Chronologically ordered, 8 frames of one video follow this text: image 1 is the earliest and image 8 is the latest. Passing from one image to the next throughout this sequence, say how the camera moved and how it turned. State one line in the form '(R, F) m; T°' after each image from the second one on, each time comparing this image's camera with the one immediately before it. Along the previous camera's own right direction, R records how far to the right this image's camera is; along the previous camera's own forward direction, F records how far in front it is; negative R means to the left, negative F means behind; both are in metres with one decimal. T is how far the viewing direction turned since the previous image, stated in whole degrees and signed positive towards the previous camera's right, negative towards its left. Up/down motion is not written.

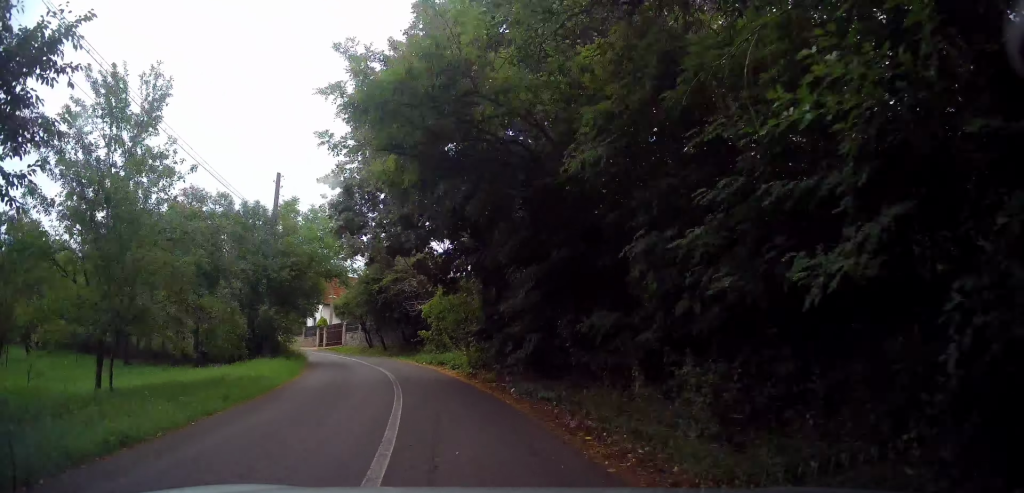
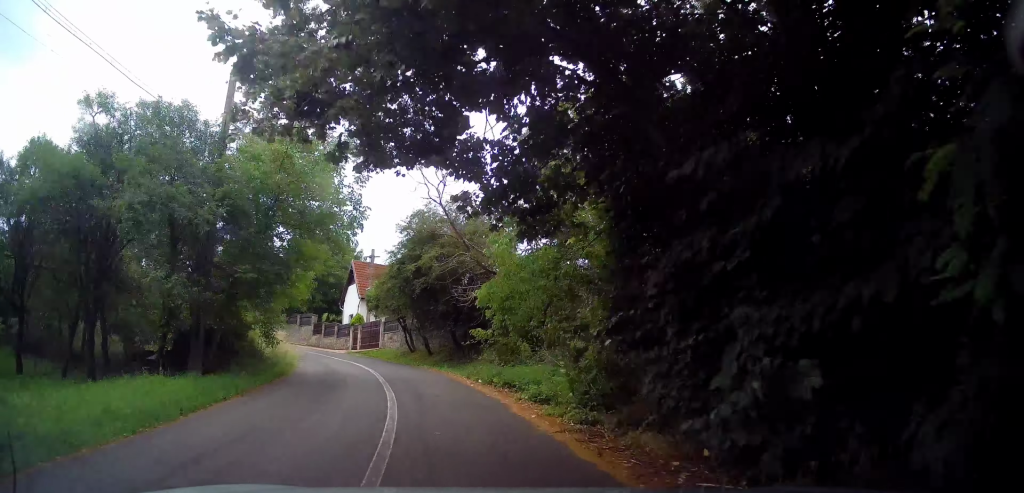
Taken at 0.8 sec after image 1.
(-0.4, +9.1) m; -9°
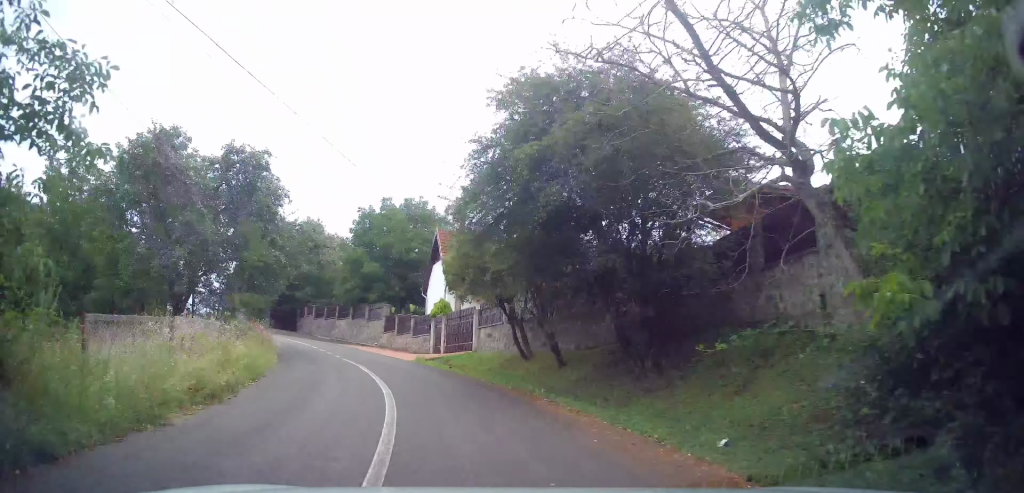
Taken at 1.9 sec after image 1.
(-2.6, +15.4) m; -14°
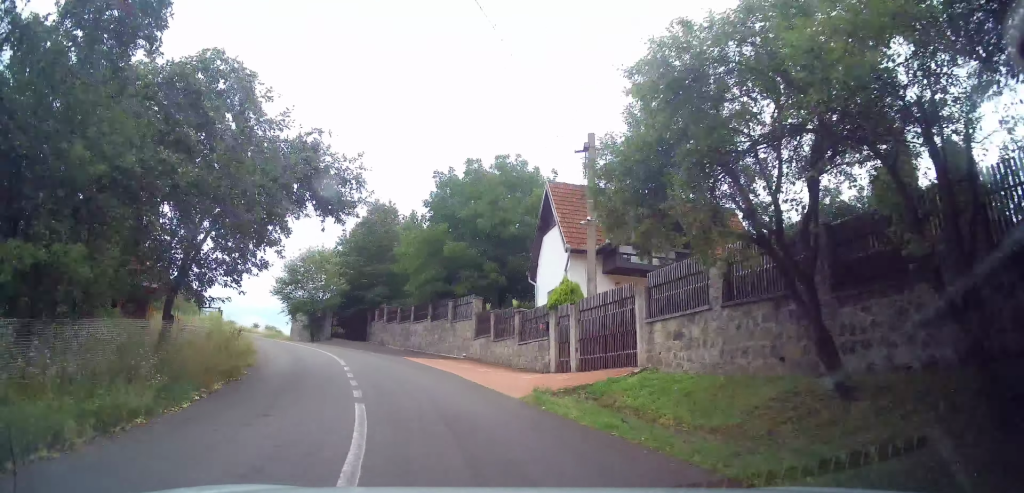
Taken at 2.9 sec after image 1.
(-0.9, +14.8) m; +1°
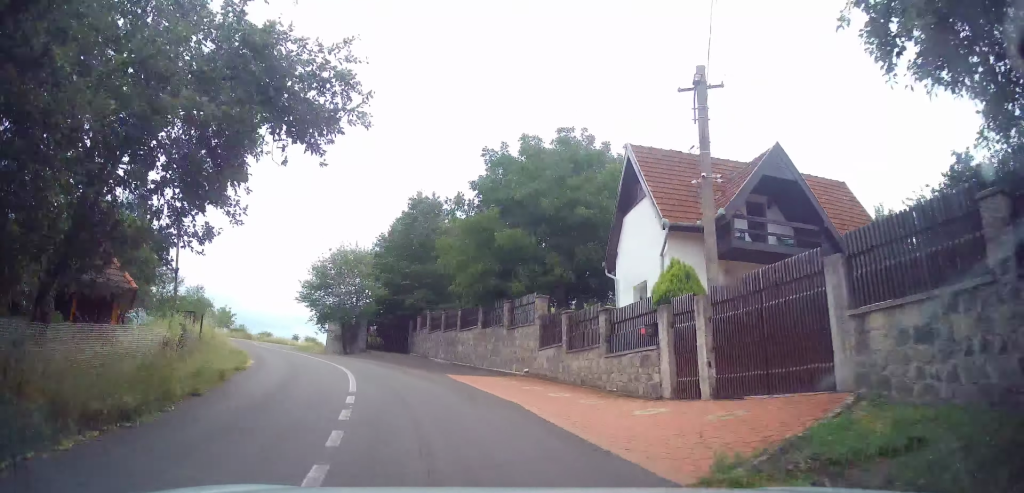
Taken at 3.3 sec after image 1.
(-0.6, +7.0) m; +4°
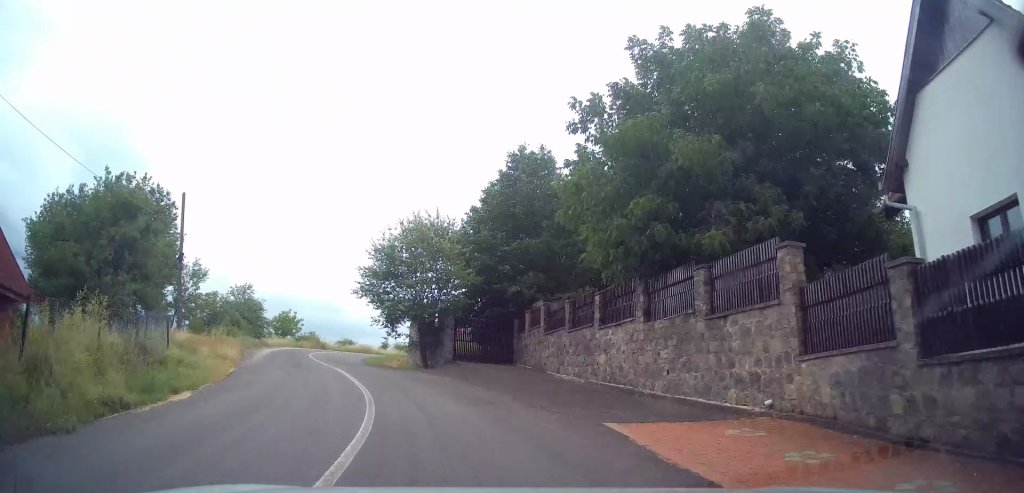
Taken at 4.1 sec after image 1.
(+1.8, +11.7) m; -11°
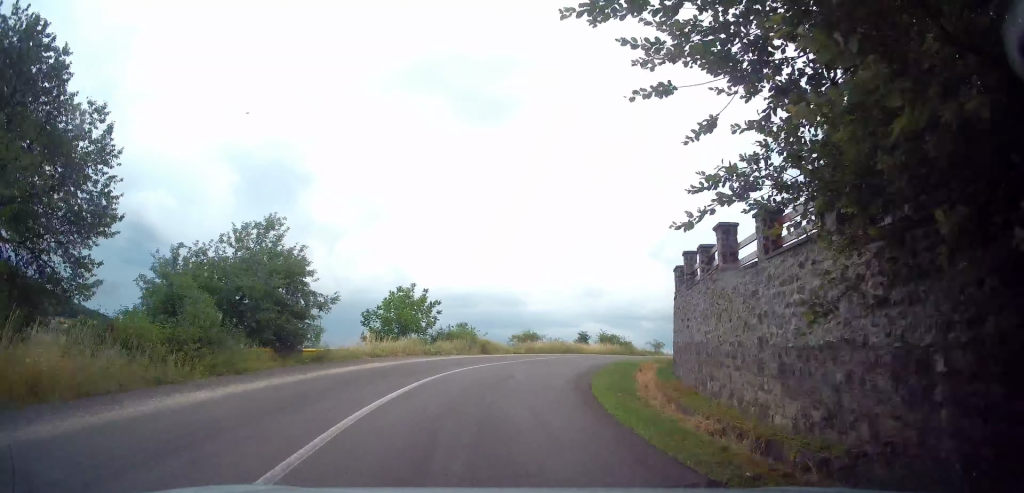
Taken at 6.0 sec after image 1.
(-10.0, +22.7) m; -27°
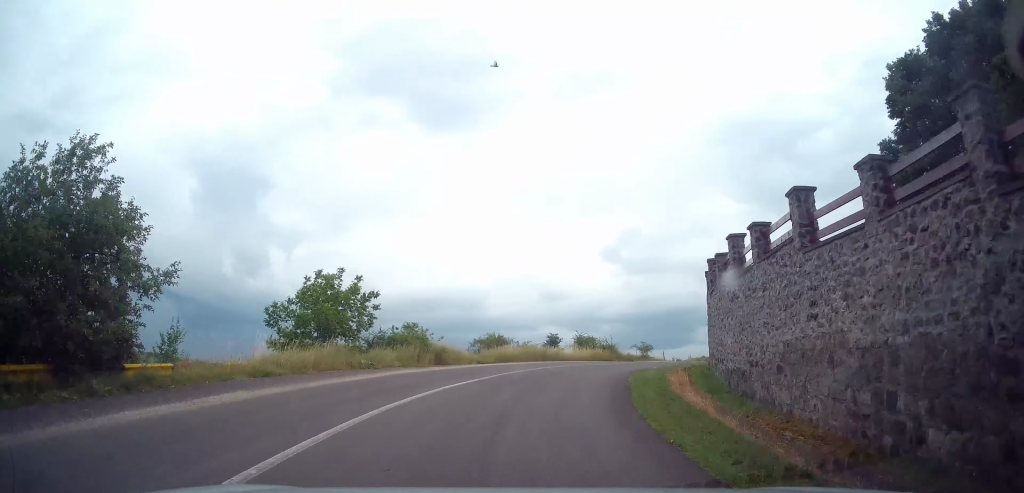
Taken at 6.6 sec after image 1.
(+0.1, +8.2) m; +5°
